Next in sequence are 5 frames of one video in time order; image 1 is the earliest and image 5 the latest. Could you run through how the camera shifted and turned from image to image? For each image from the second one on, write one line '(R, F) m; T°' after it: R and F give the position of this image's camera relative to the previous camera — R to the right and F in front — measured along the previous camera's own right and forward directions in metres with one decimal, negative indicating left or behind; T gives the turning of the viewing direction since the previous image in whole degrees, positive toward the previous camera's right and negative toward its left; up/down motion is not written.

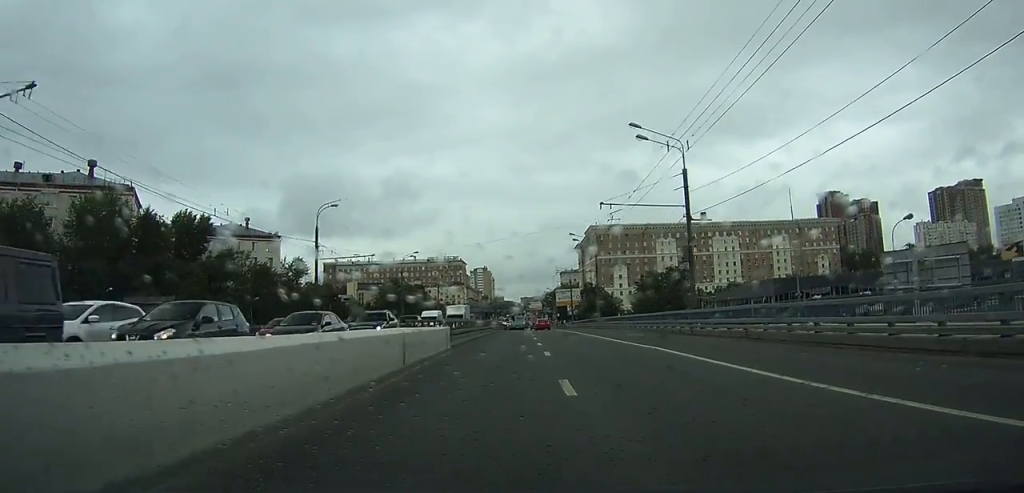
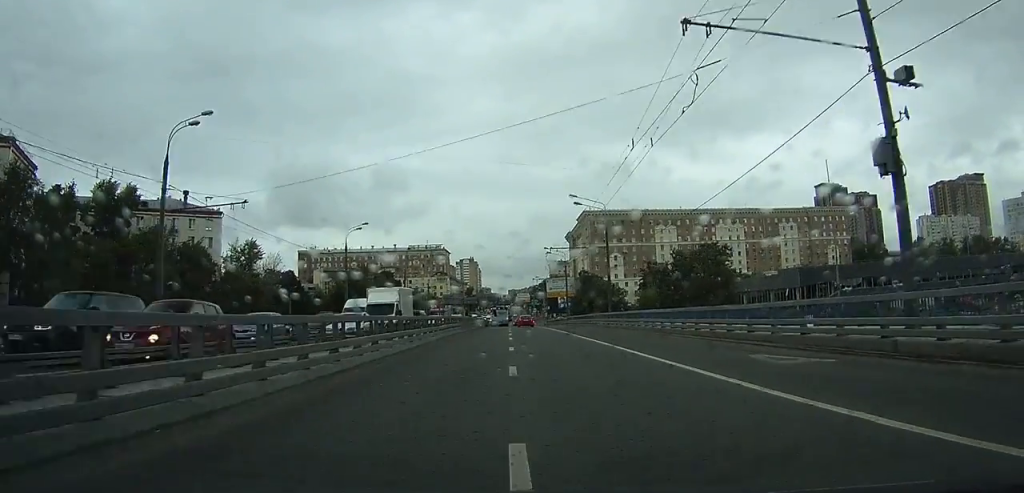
(+0.1, +21.1) m; +1°
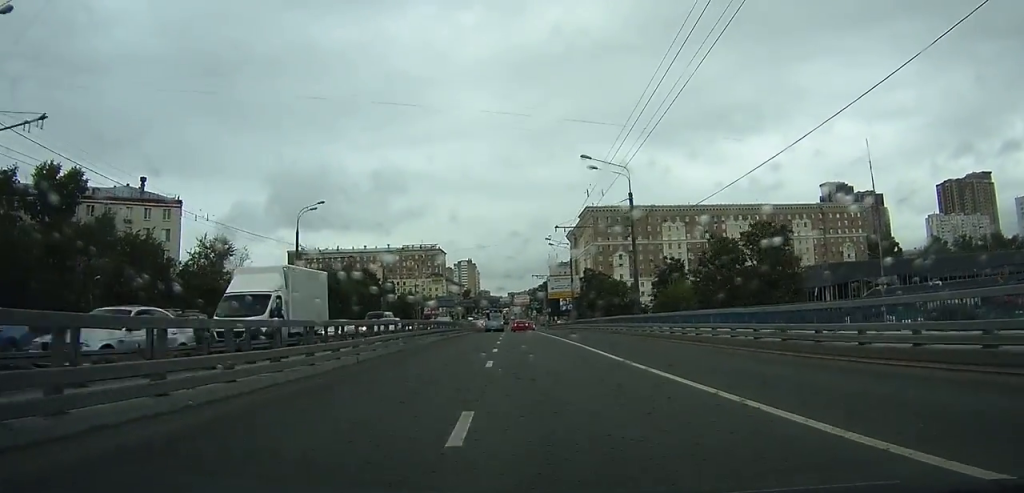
(+0.1, +14.0) m; 0°
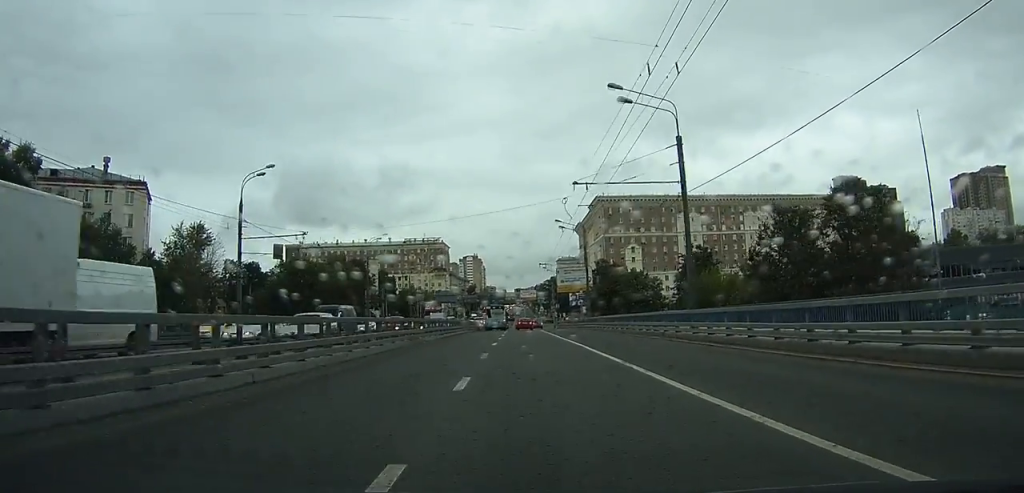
(0.0, +12.1) m; 0°
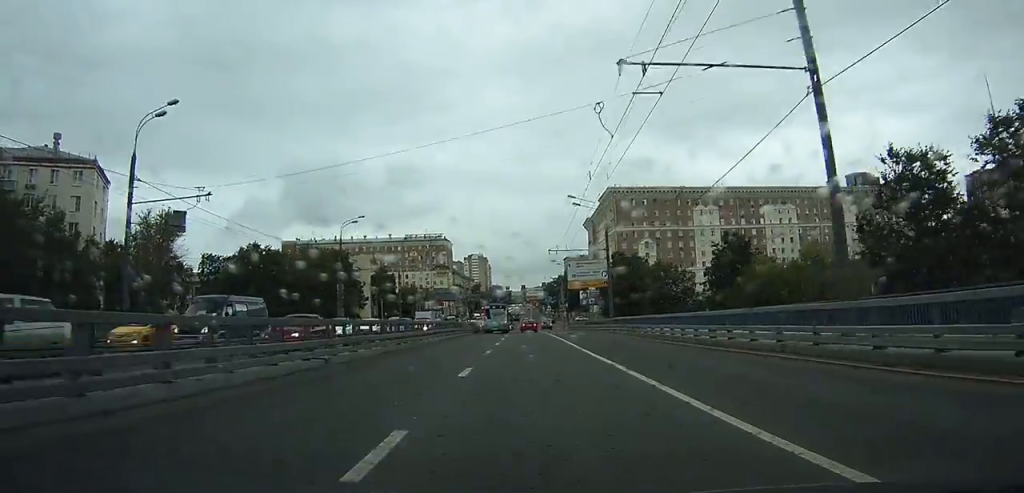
(0.0, +13.3) m; 0°
